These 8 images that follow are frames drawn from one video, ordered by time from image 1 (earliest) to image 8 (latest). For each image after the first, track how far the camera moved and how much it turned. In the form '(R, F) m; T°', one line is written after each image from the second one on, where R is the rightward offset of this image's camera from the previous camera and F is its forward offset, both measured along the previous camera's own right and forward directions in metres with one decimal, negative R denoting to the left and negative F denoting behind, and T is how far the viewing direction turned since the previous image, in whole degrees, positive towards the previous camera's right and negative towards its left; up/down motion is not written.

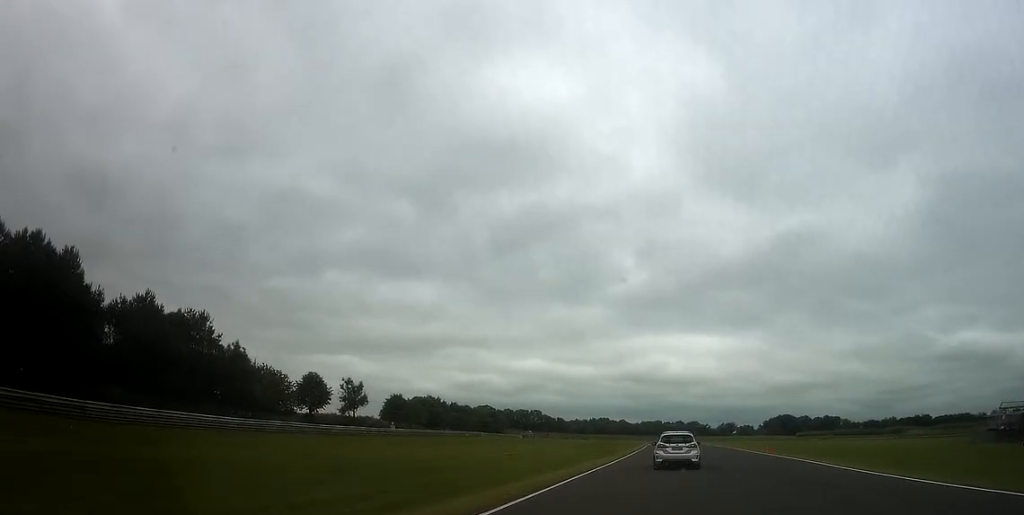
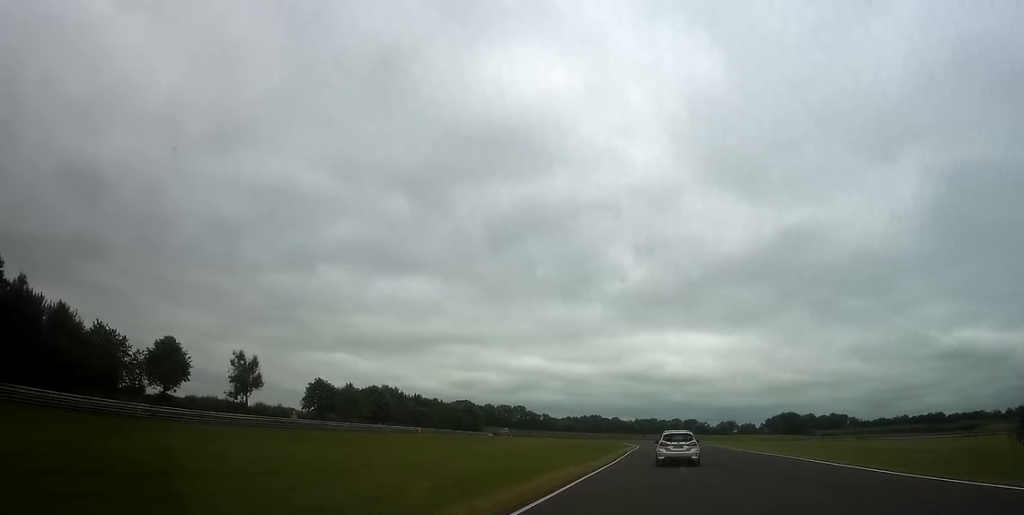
(+1.5, +32.9) m; +2°
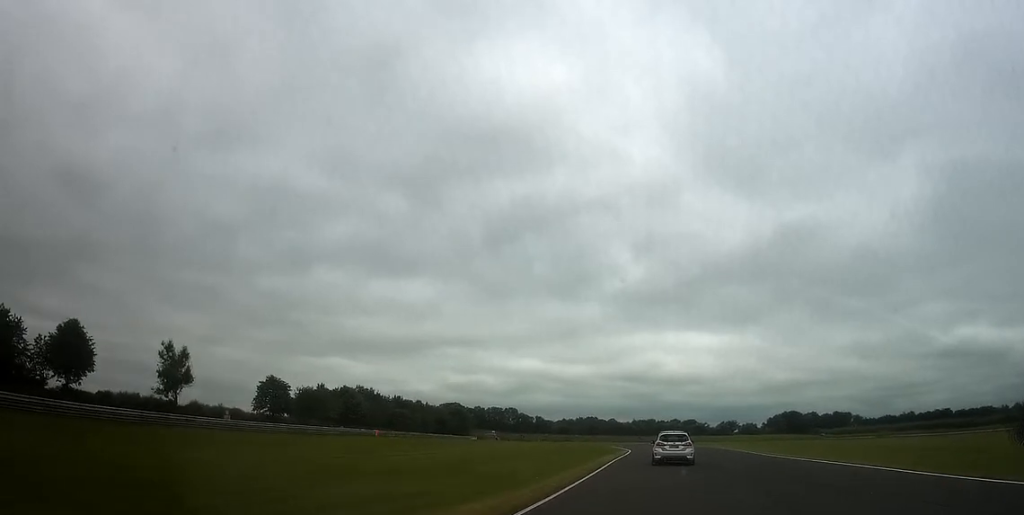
(-0.3, +14.6) m; -1°
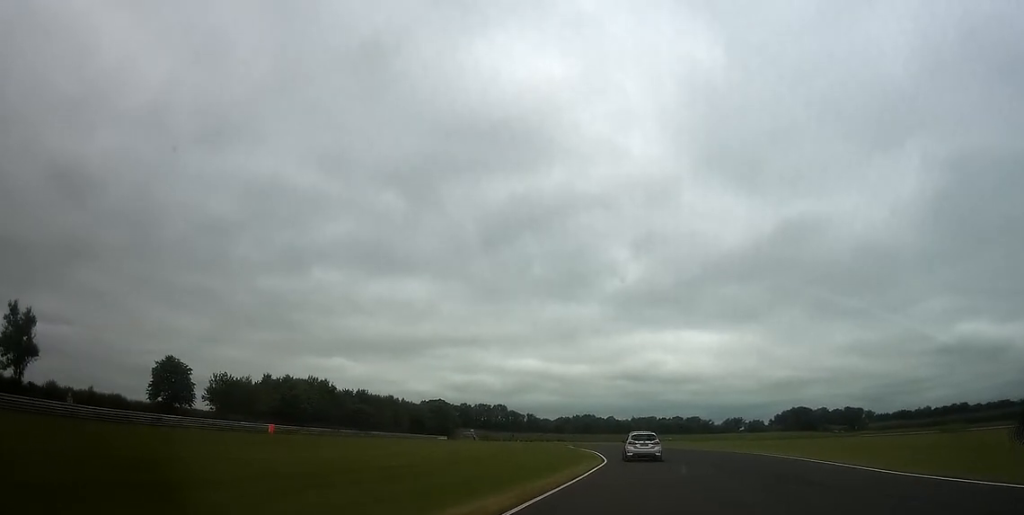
(+0.3, +25.2) m; 0°
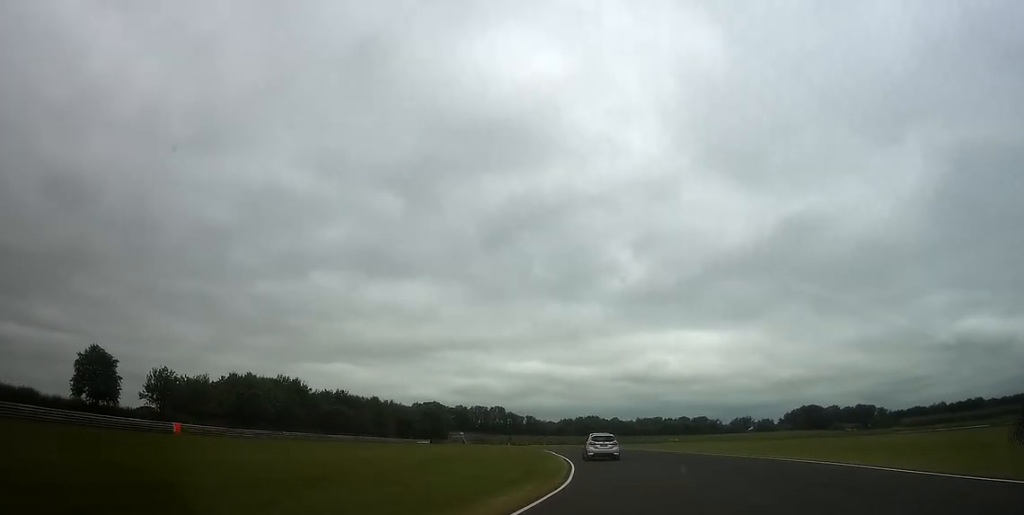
(+0.2, +15.3) m; -4°
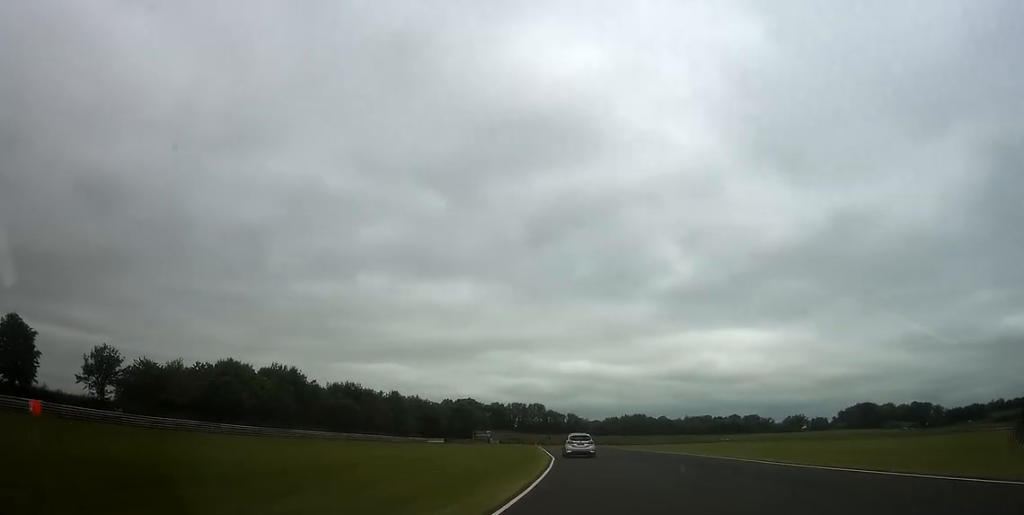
(-1.7, +19.3) m; -6°
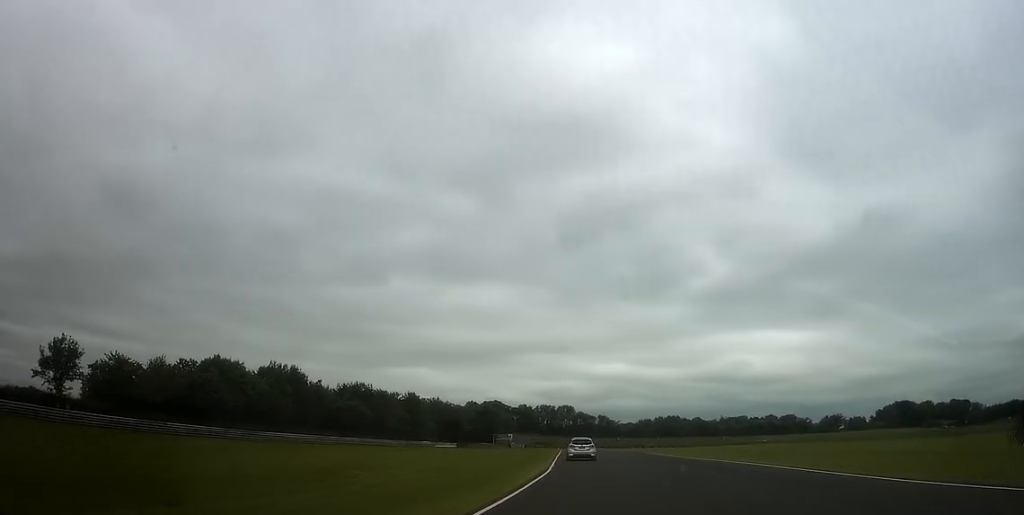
(-0.2, +10.9) m; -1°
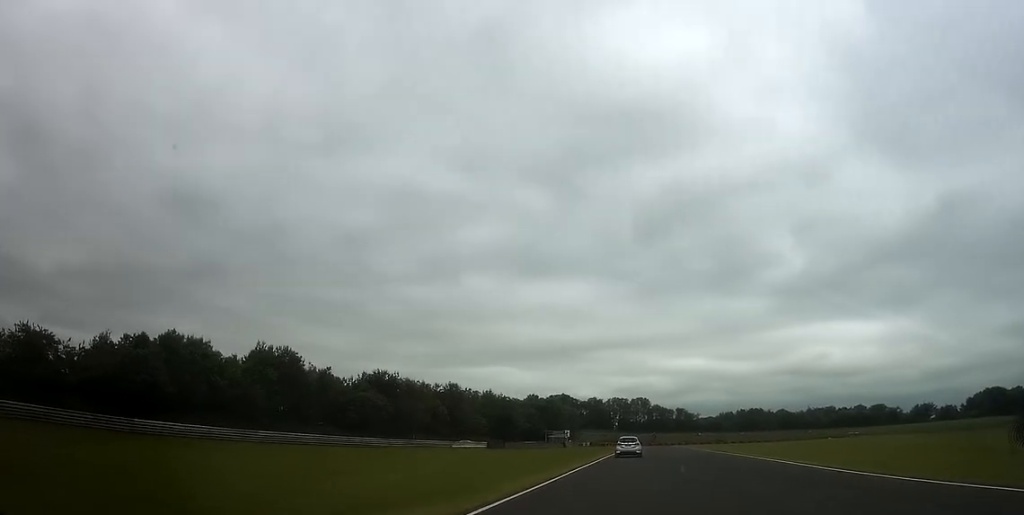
(-0.5, +24.3) m; -2°
